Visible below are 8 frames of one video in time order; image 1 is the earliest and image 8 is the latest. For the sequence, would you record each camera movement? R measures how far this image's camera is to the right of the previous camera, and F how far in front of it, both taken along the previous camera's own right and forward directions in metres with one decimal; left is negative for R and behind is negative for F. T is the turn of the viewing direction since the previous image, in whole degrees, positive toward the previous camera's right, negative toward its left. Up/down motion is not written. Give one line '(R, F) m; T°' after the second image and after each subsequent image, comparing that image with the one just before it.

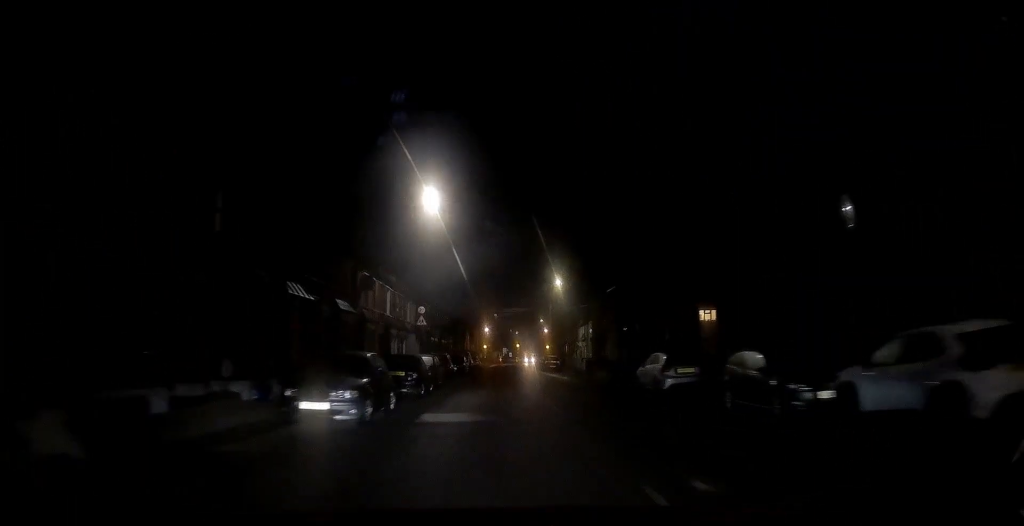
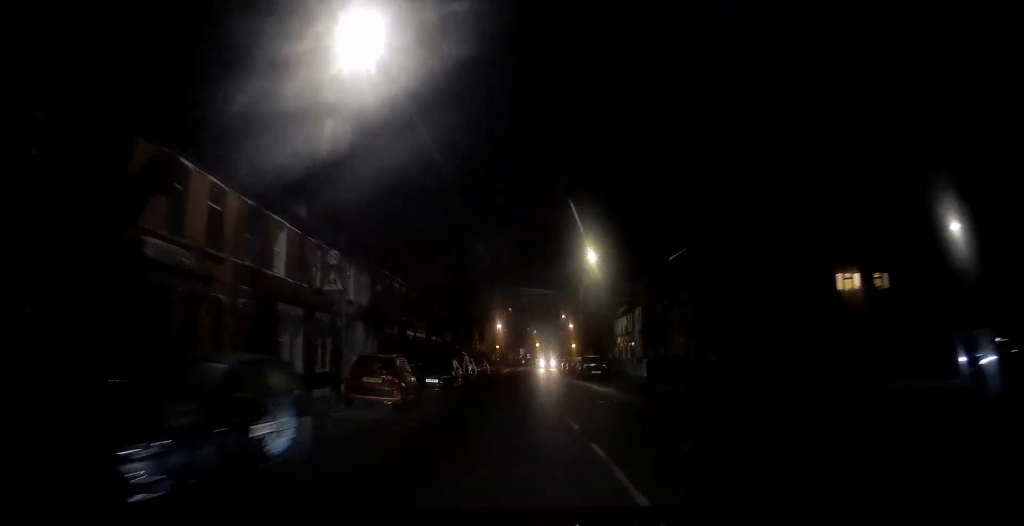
(-0.1, +19.3) m; -1°
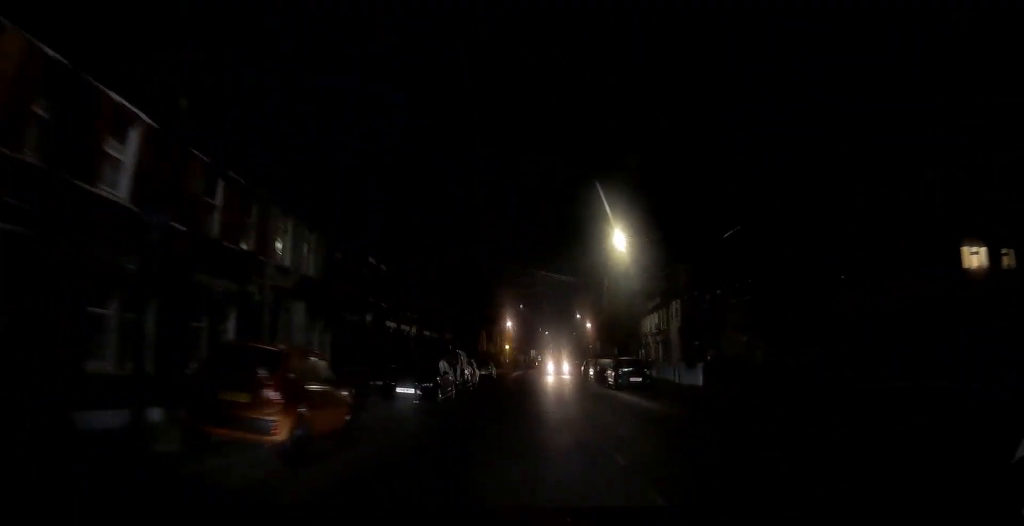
(-0.1, +8.9) m; -1°
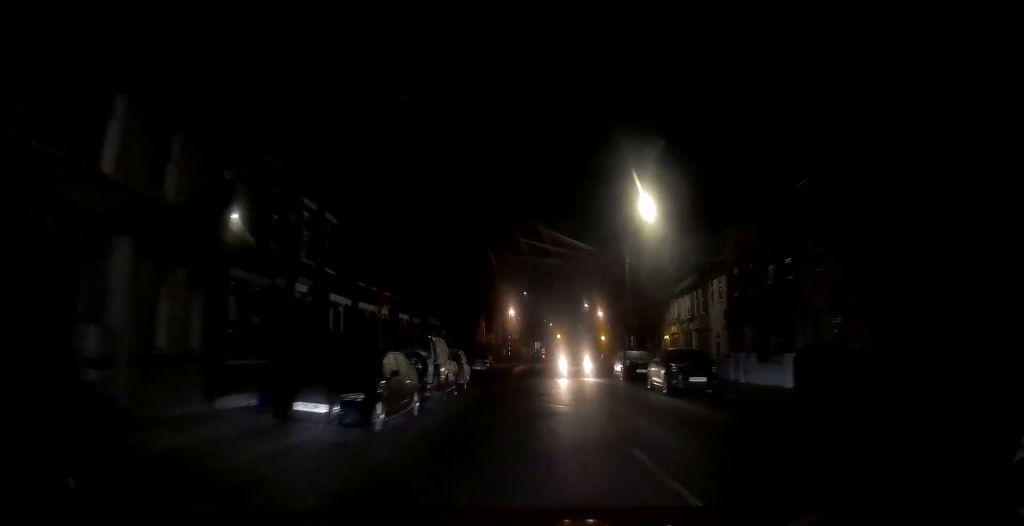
(-0.1, +8.9) m; 0°
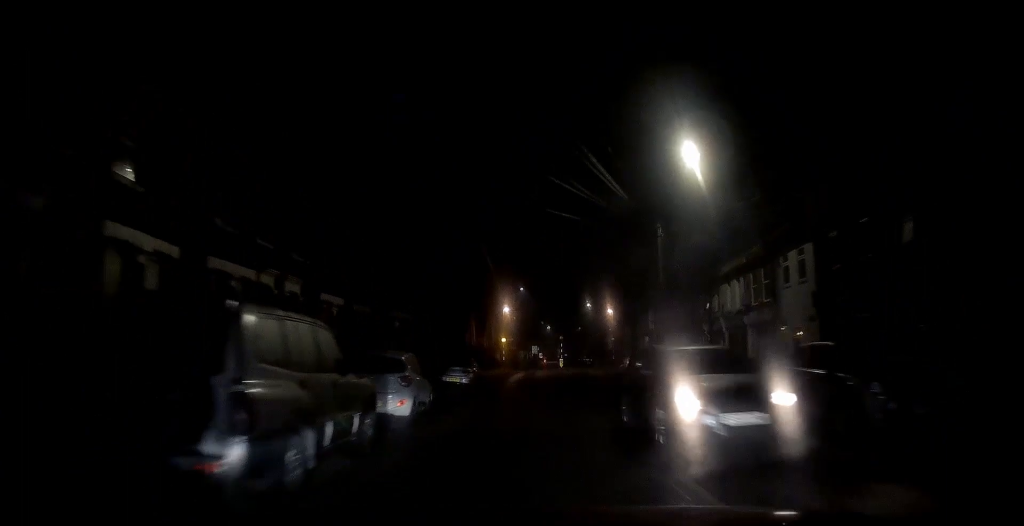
(0.0, +11.0) m; 0°
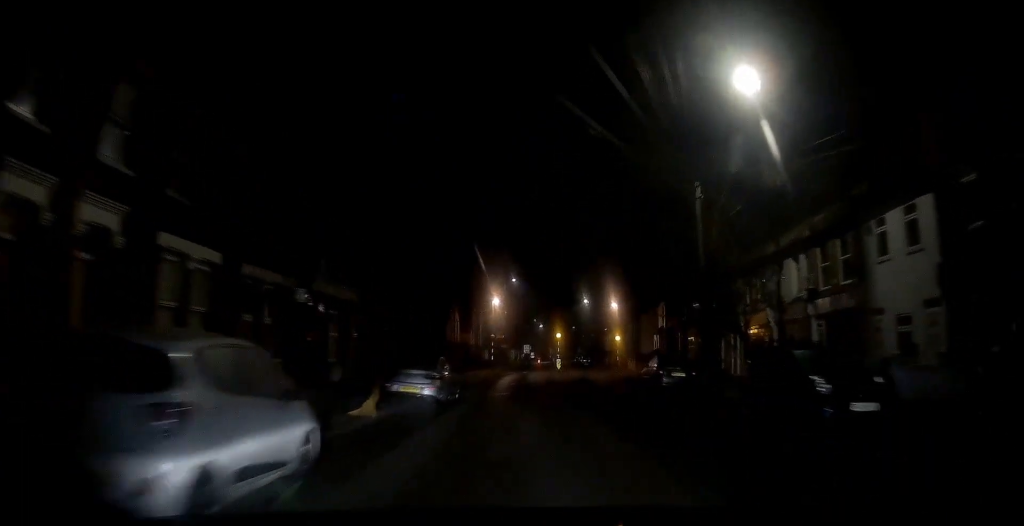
(0.0, +8.2) m; +1°
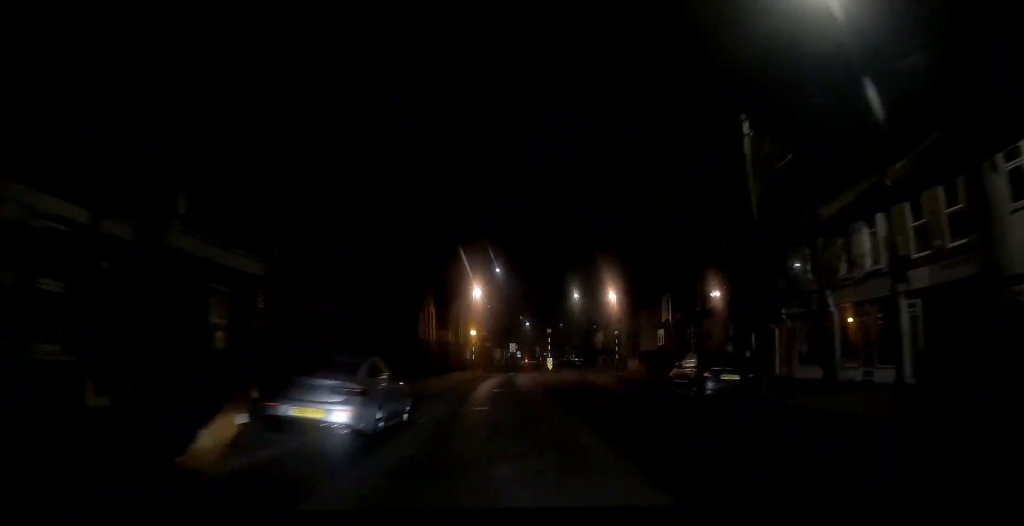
(0.0, +7.1) m; +1°
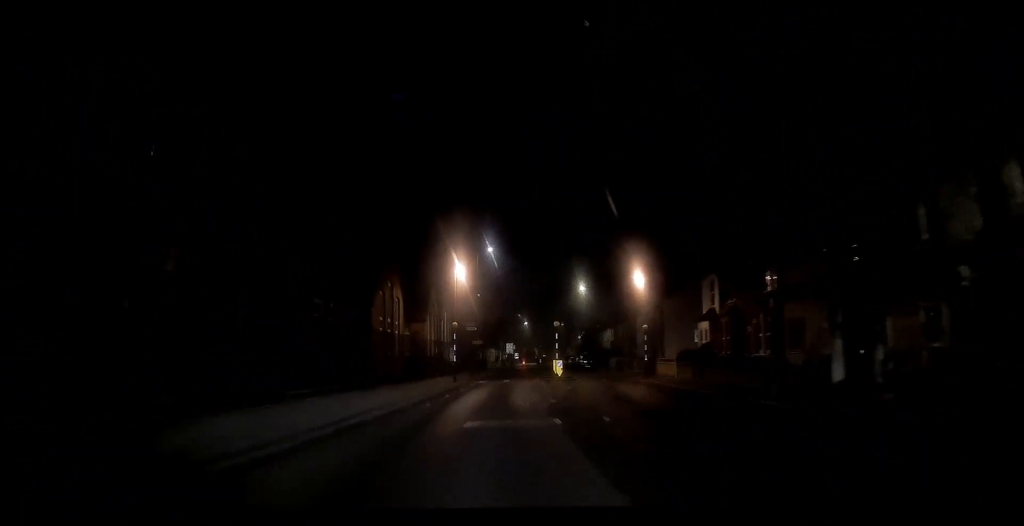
(+0.1, +12.3) m; +1°
